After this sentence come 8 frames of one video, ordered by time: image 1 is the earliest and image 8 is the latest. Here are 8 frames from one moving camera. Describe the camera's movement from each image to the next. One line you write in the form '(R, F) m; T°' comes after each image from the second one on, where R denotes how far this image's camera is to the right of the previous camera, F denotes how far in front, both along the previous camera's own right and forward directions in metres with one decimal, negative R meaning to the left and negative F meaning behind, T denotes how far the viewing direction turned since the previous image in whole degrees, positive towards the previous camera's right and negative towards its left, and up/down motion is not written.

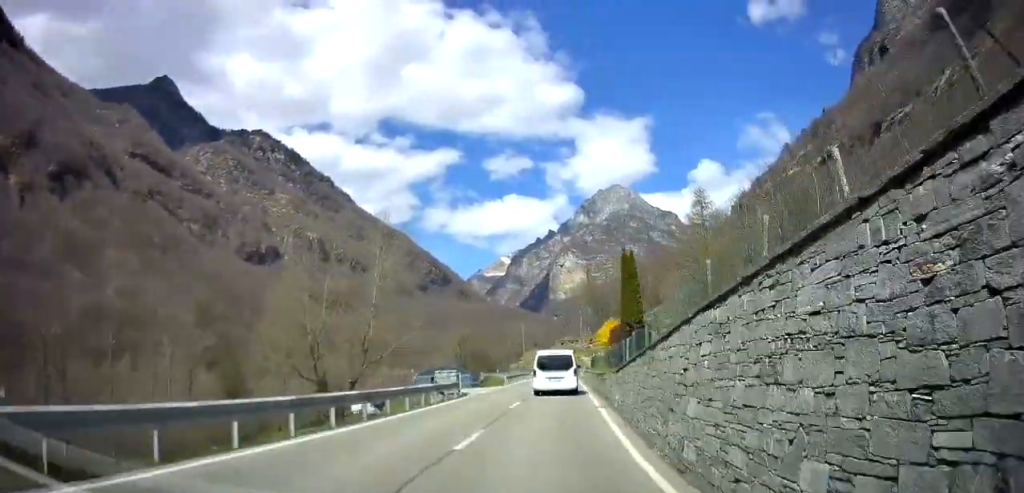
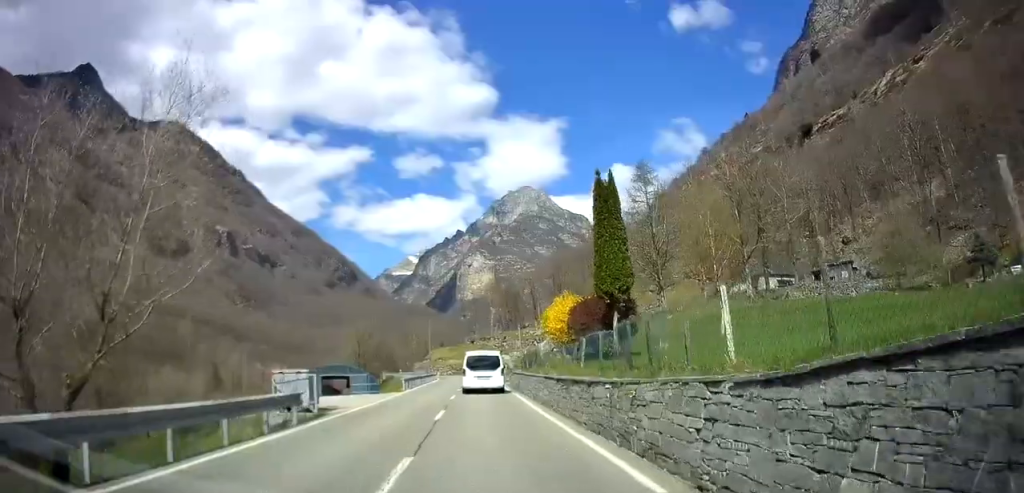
(+1.2, +12.4) m; +7°
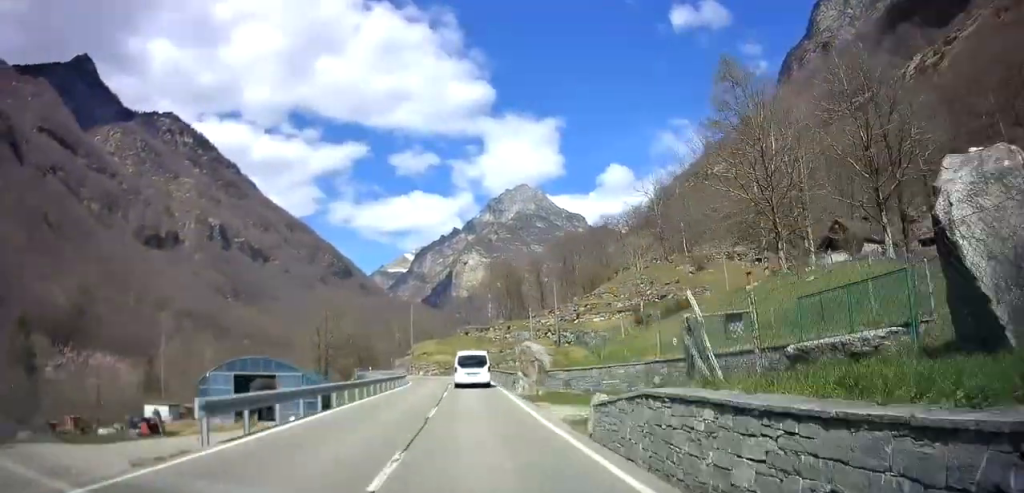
(+0.9, +25.9) m; +3°
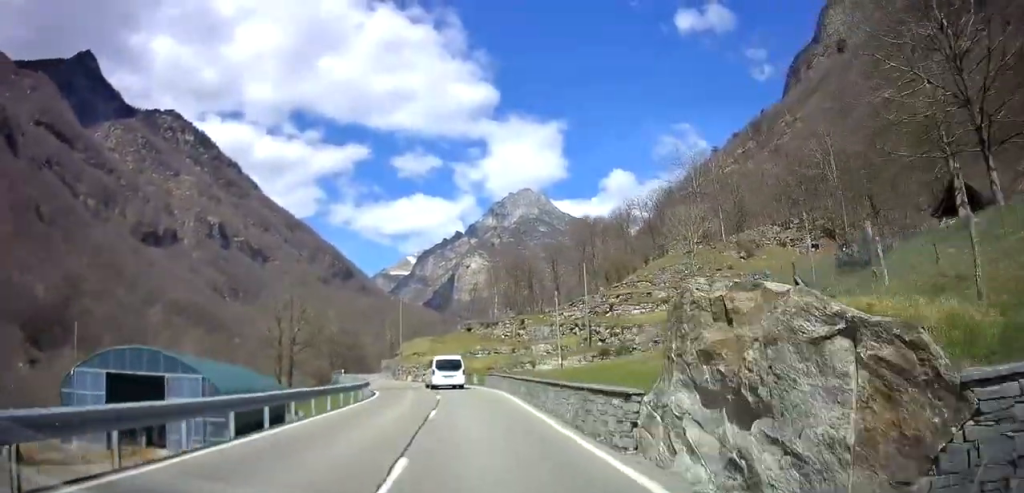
(+0.2, +18.6) m; 0°
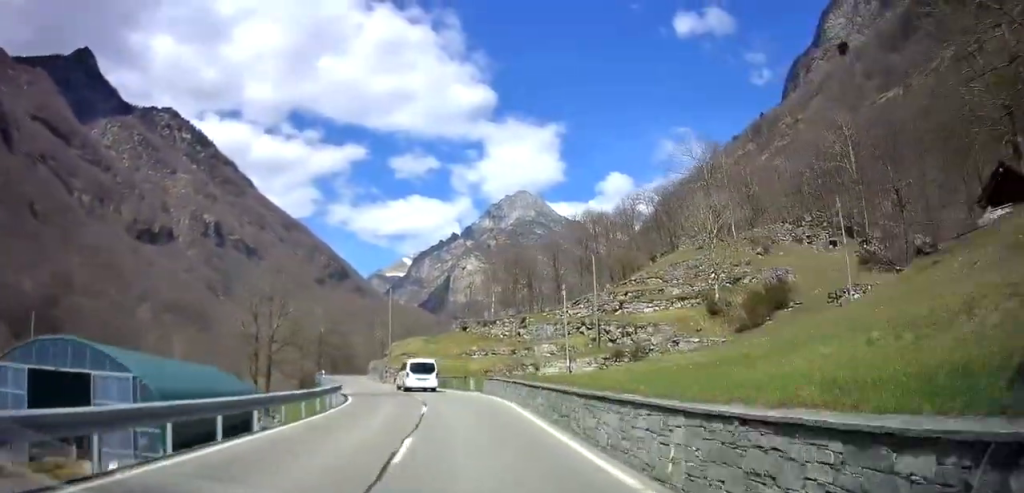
(-0.1, +6.4) m; -1°
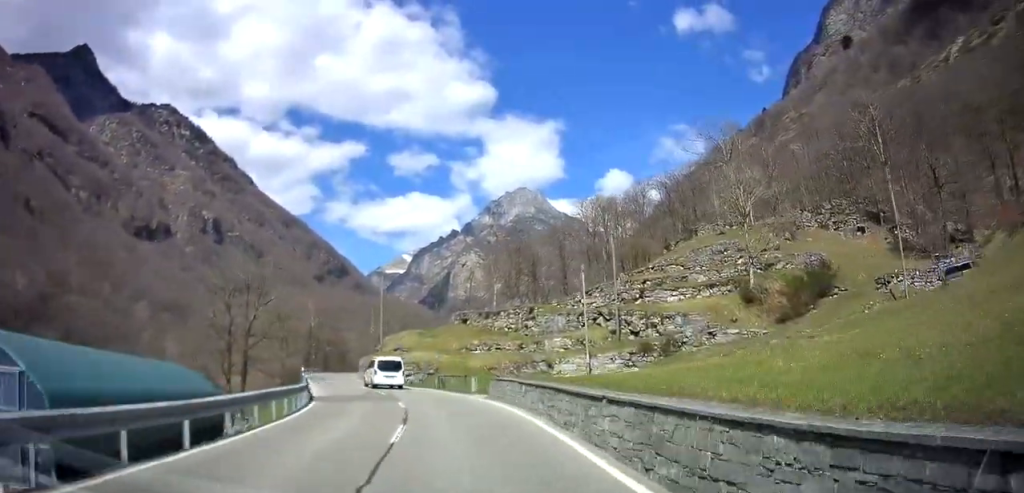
(-0.1, +6.9) m; -1°
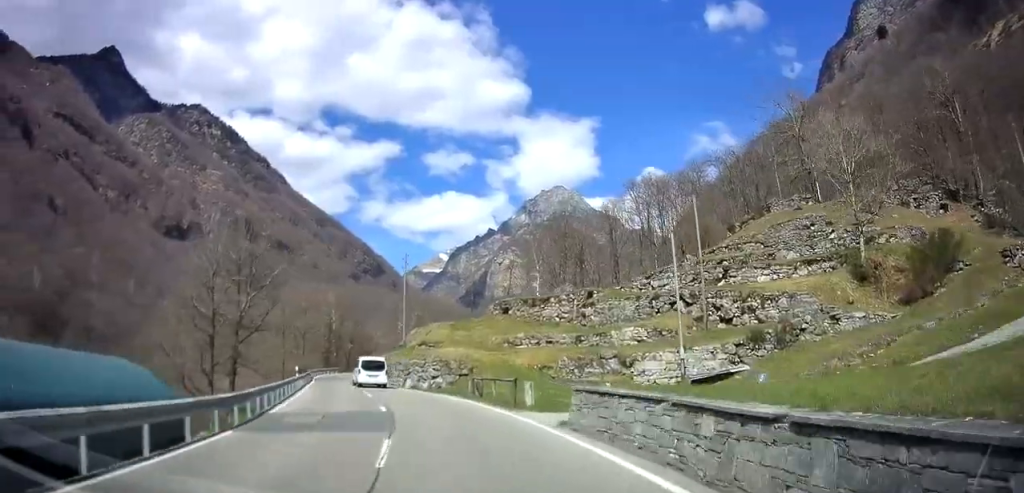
(-0.1, +11.0) m; -2°
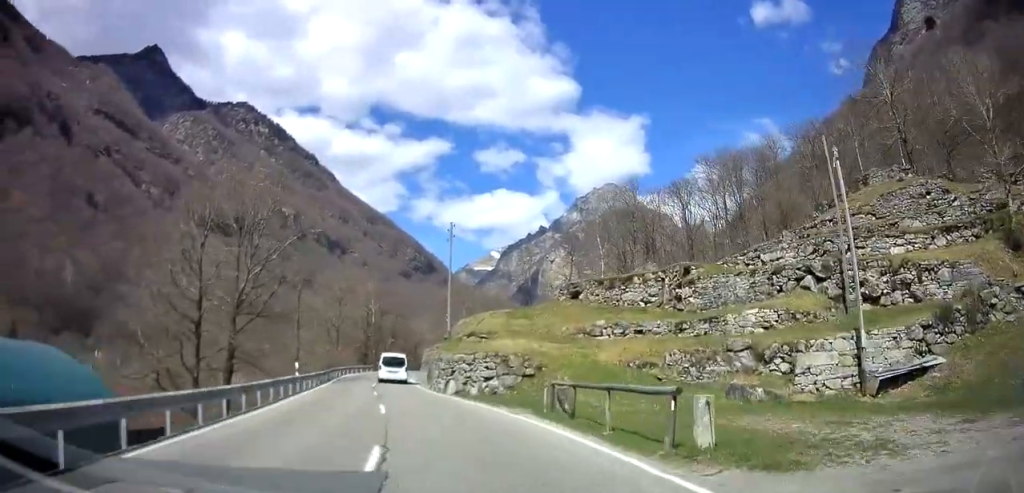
(-0.2, +10.3) m; -4°
